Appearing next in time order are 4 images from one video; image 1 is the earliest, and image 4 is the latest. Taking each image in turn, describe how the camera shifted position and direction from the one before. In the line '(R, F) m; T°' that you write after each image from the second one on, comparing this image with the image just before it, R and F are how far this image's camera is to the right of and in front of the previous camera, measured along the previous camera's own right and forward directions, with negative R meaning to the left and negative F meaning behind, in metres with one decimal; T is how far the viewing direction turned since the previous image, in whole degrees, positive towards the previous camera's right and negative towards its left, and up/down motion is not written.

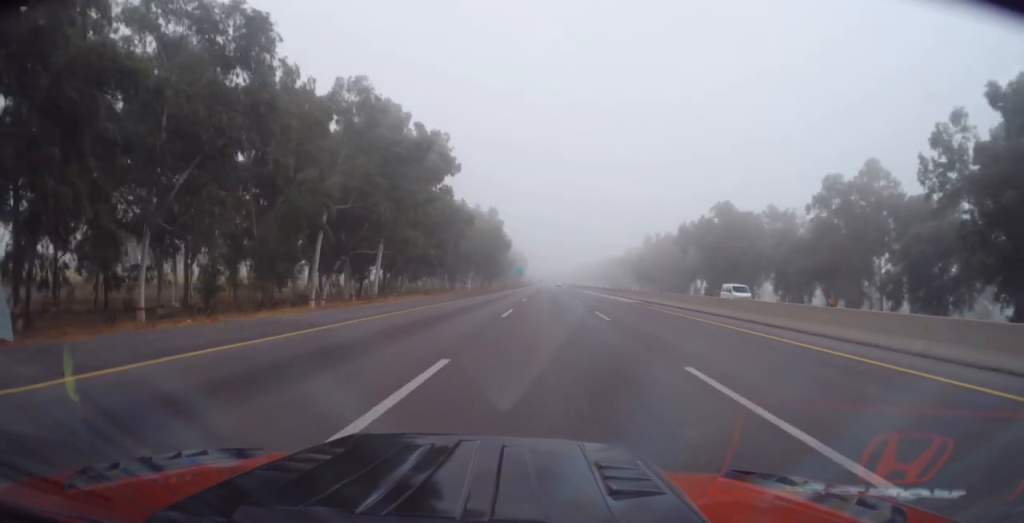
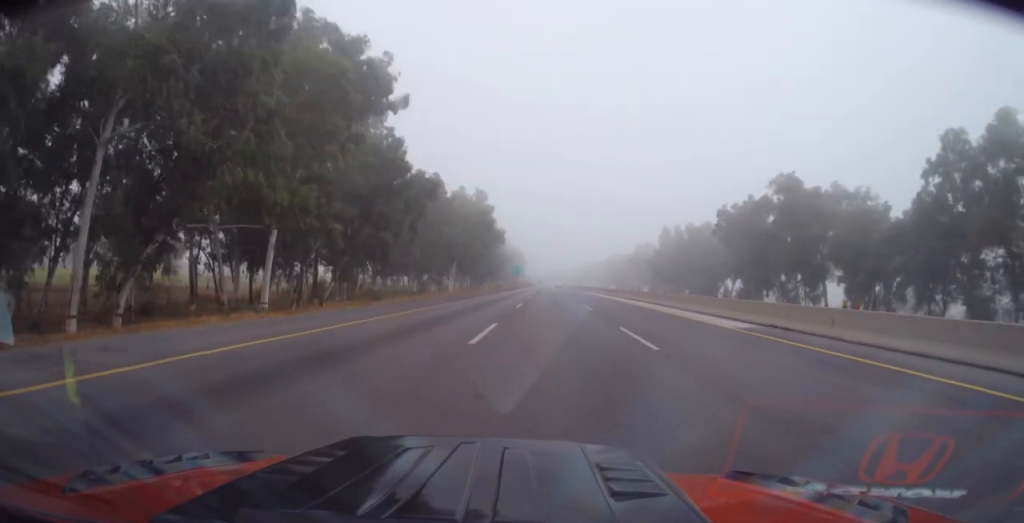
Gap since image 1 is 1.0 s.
(+0.4, +27.1) m; +1°
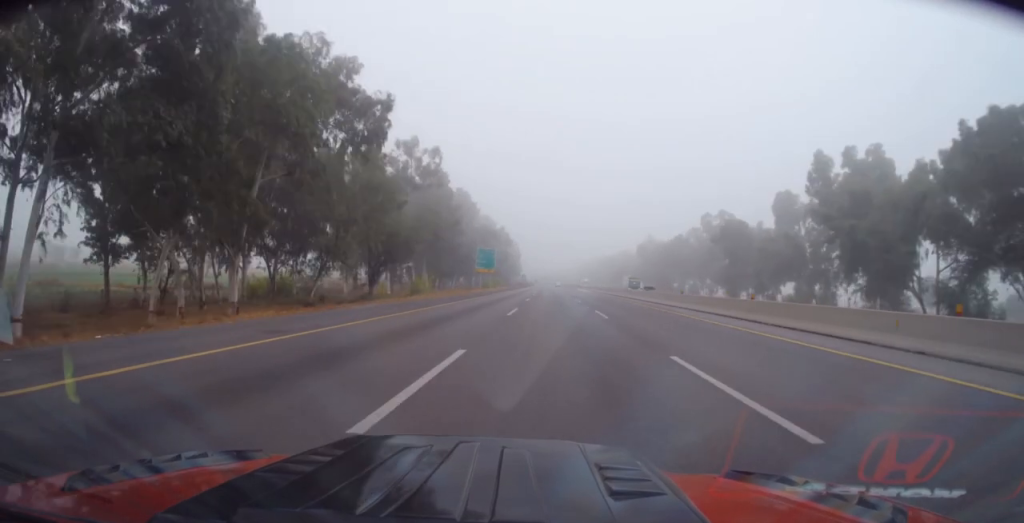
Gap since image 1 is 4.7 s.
(-0.6, +96.9) m; -1°
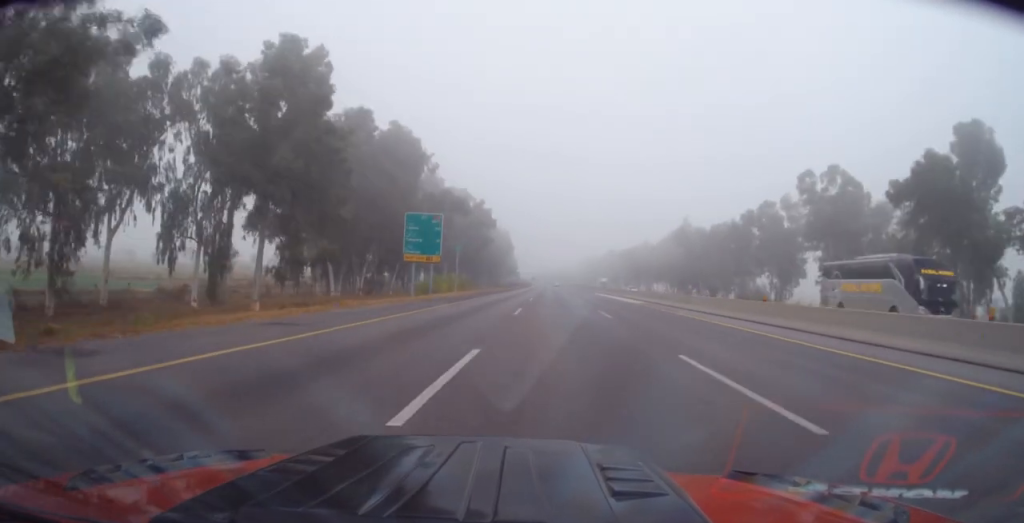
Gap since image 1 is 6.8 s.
(-0.2, +53.0) m; 0°
